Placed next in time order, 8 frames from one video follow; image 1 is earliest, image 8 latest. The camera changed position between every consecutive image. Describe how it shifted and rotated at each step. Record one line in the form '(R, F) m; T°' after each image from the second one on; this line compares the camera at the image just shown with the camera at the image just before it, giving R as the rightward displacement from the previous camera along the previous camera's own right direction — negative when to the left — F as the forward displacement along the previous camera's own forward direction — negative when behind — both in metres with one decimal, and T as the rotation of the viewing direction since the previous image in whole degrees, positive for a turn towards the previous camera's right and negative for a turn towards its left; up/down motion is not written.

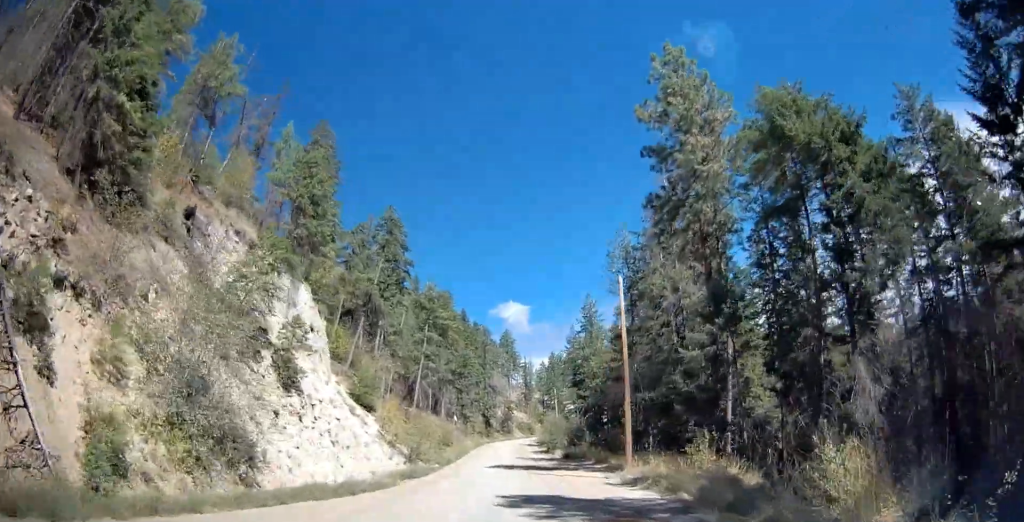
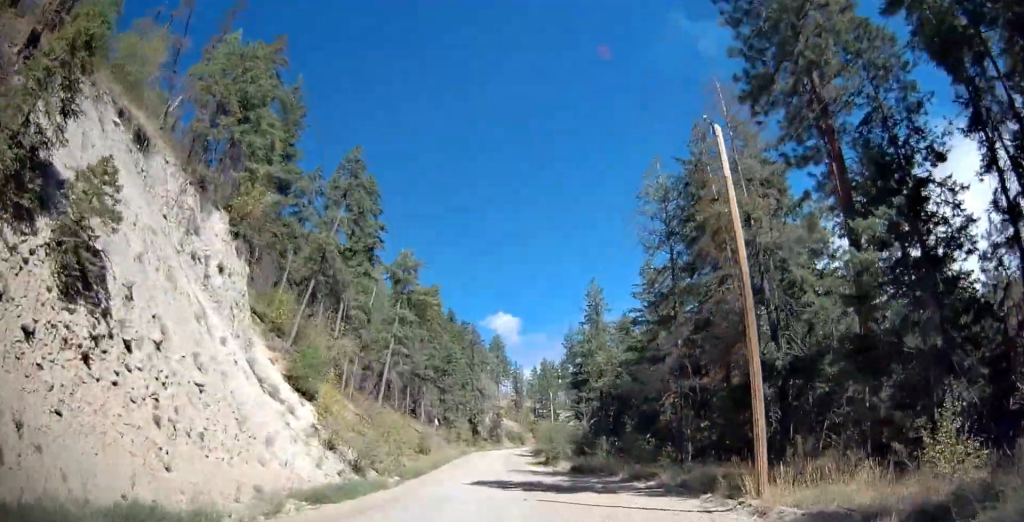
(0.0, +15.0) m; 0°
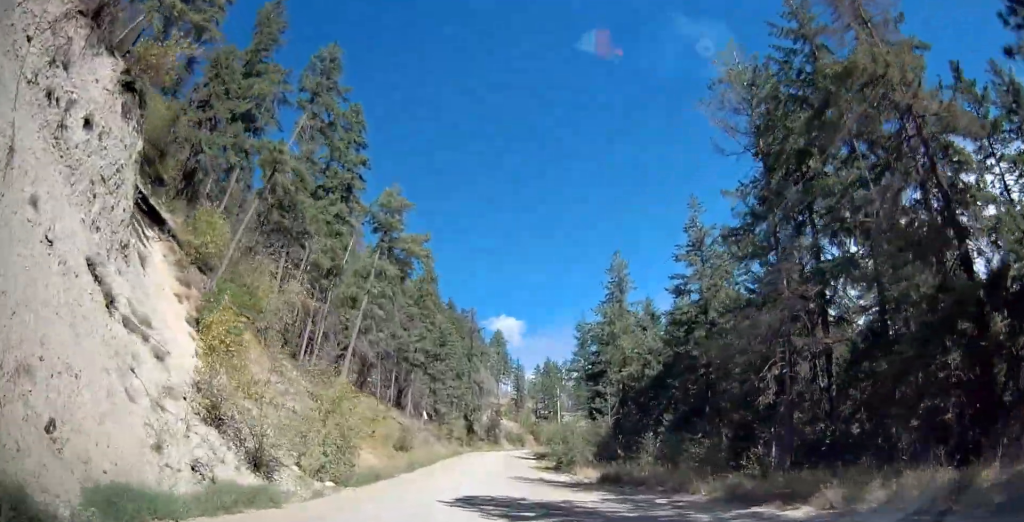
(+0.1, +13.9) m; +1°
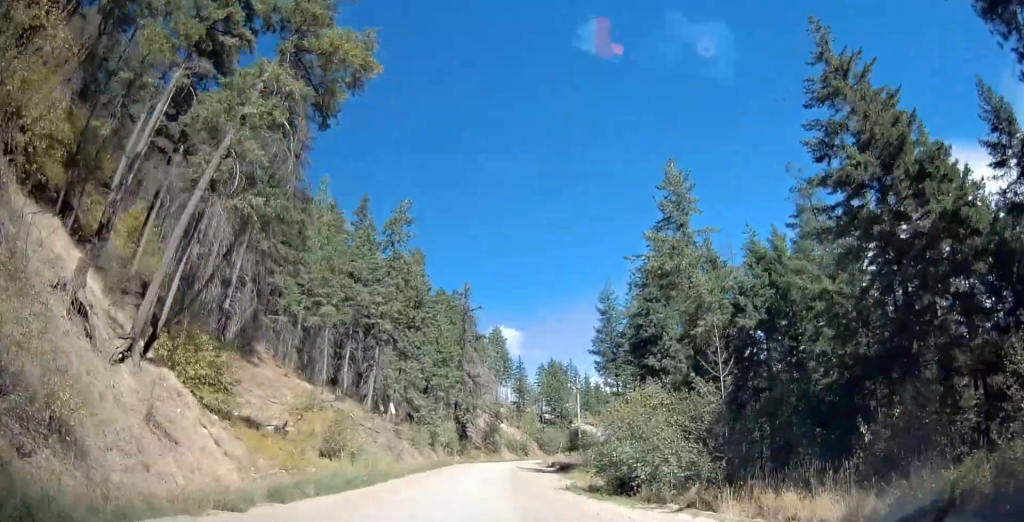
(+0.1, +24.7) m; 0°
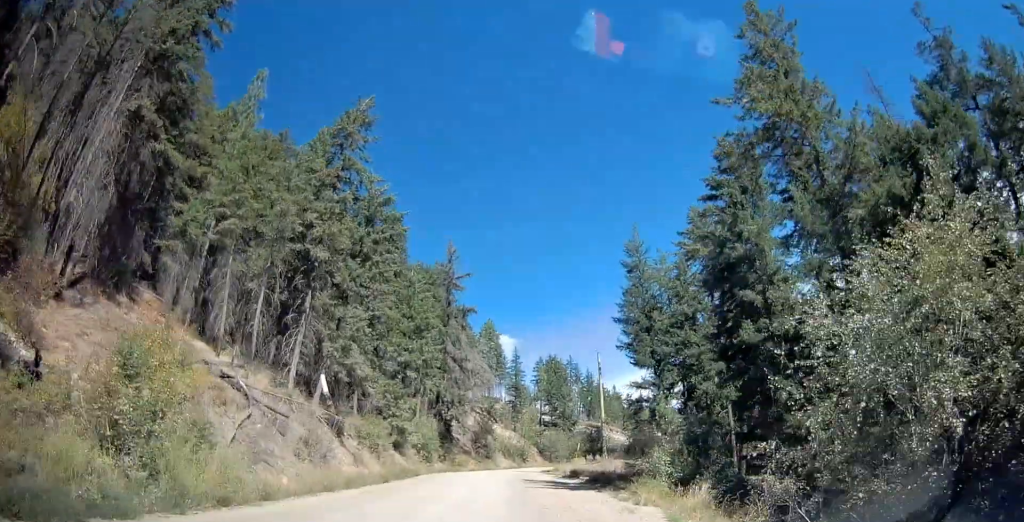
(+0.2, +20.6) m; +2°
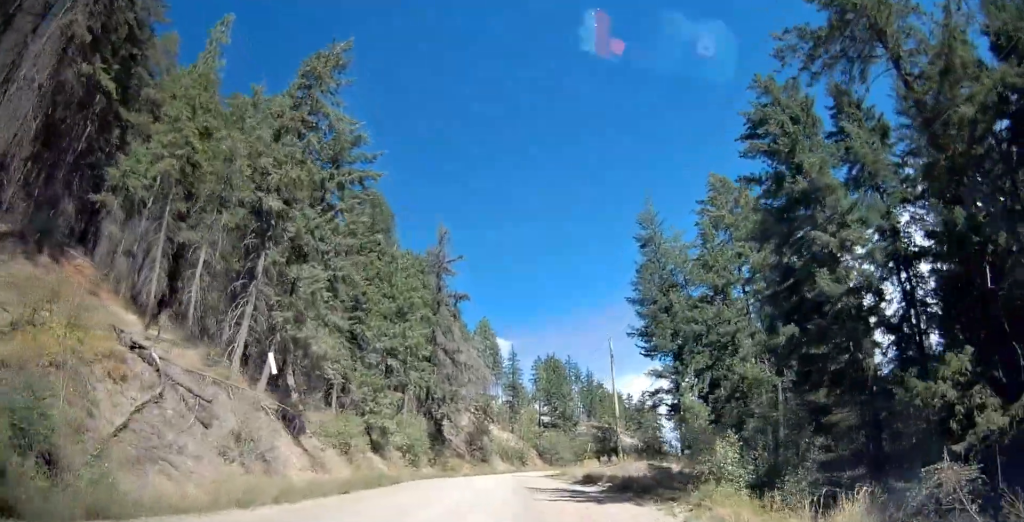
(+0.4, +7.6) m; 0°
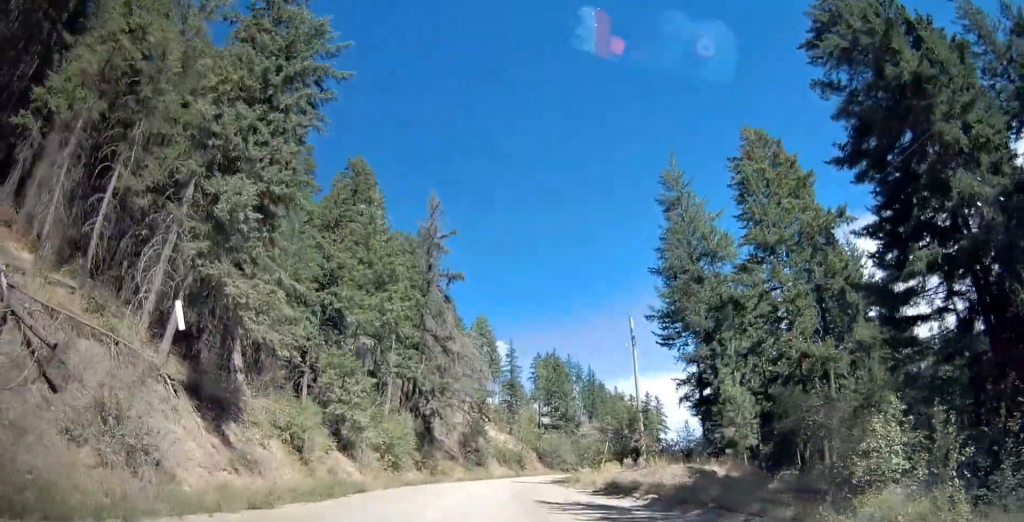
(-0.3, +8.5) m; 0°
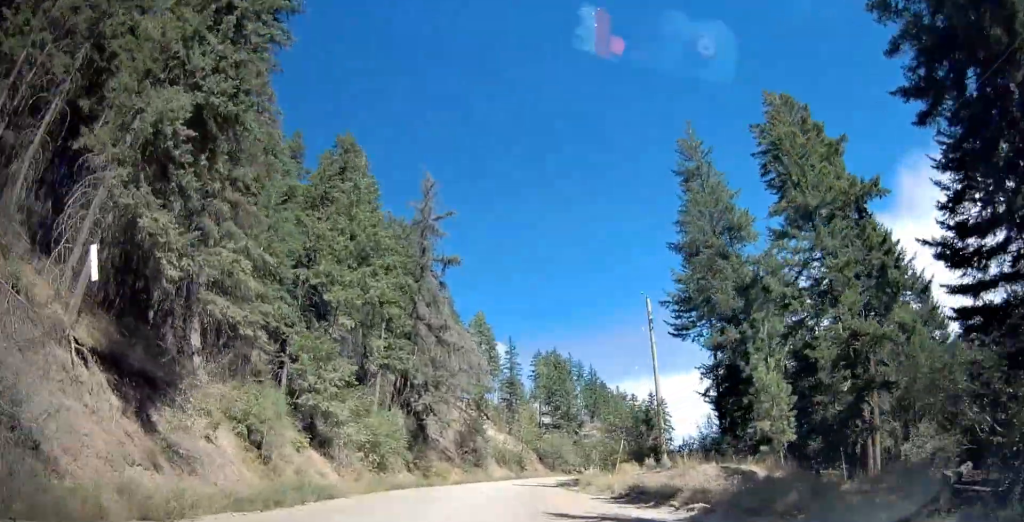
(-0.2, +5.0) m; 0°
